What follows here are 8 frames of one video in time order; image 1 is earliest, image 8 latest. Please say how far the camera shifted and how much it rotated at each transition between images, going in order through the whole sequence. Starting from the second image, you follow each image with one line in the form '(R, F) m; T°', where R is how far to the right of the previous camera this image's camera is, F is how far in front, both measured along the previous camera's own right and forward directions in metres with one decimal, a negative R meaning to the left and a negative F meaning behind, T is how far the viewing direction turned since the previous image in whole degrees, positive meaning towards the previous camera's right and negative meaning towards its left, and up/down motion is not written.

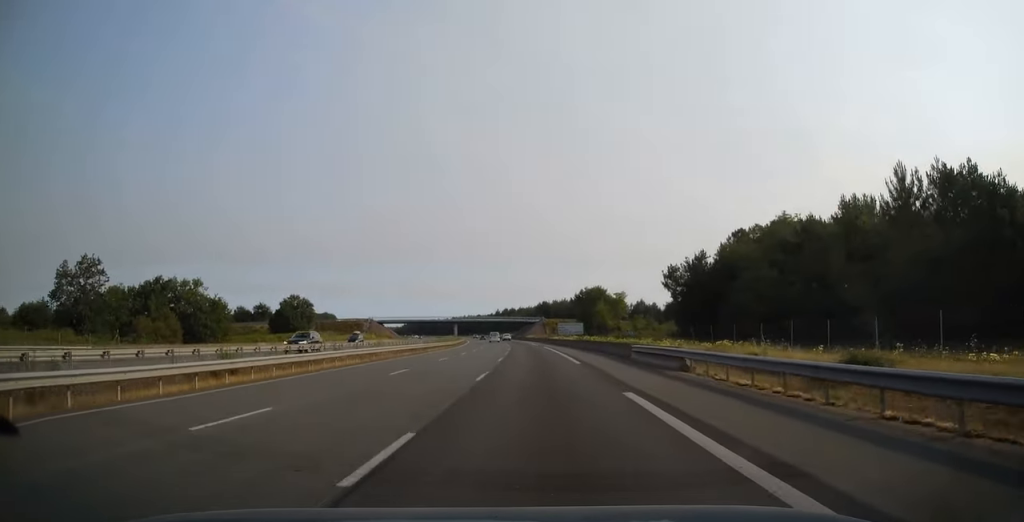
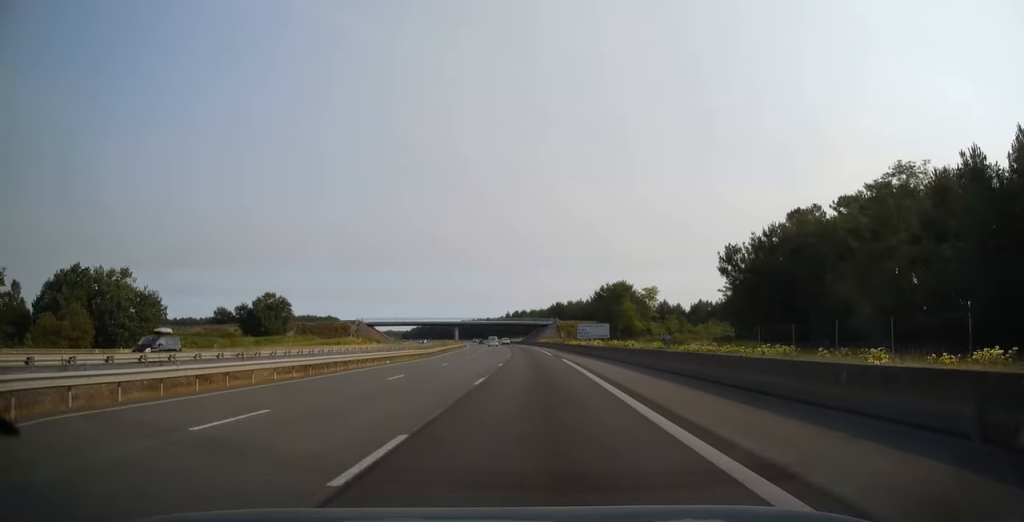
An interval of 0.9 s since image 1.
(-0.2, +26.1) m; -1°
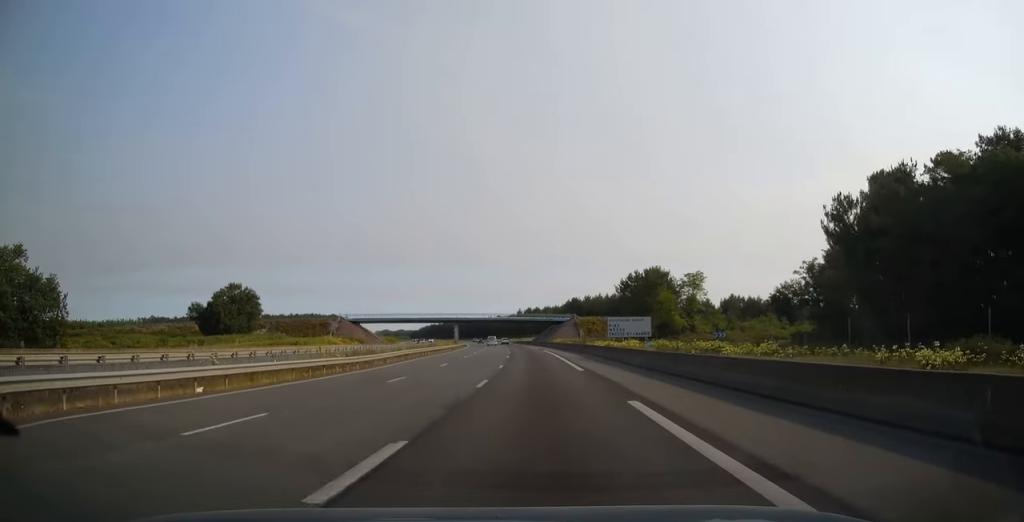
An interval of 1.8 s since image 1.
(-0.3, +26.6) m; -1°
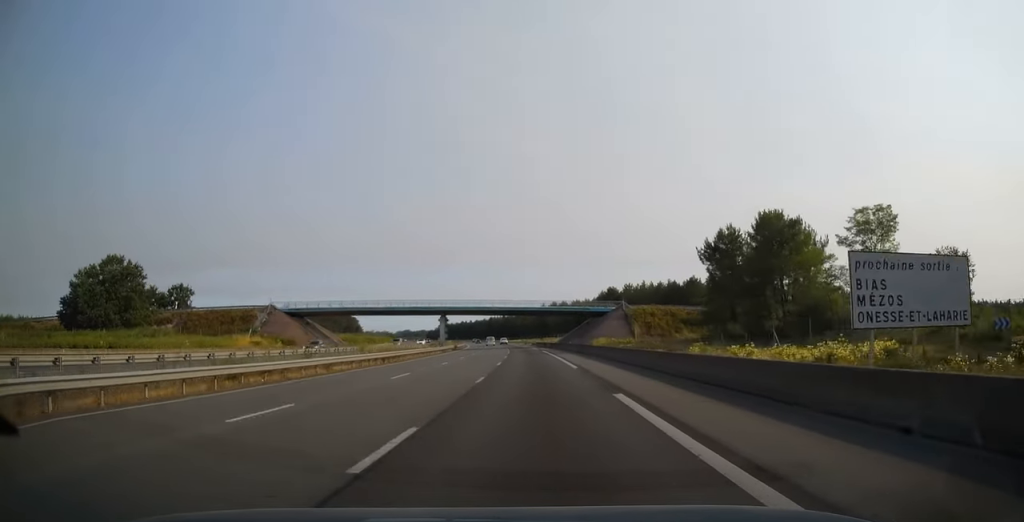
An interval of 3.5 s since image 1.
(-1.1, +50.8) m; -2°
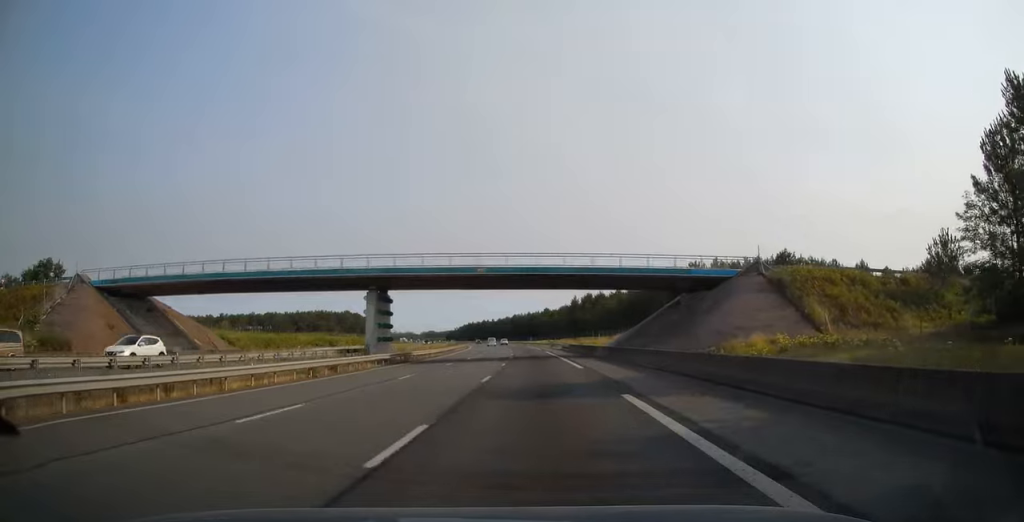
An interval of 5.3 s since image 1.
(-1.2, +52.1) m; -3°
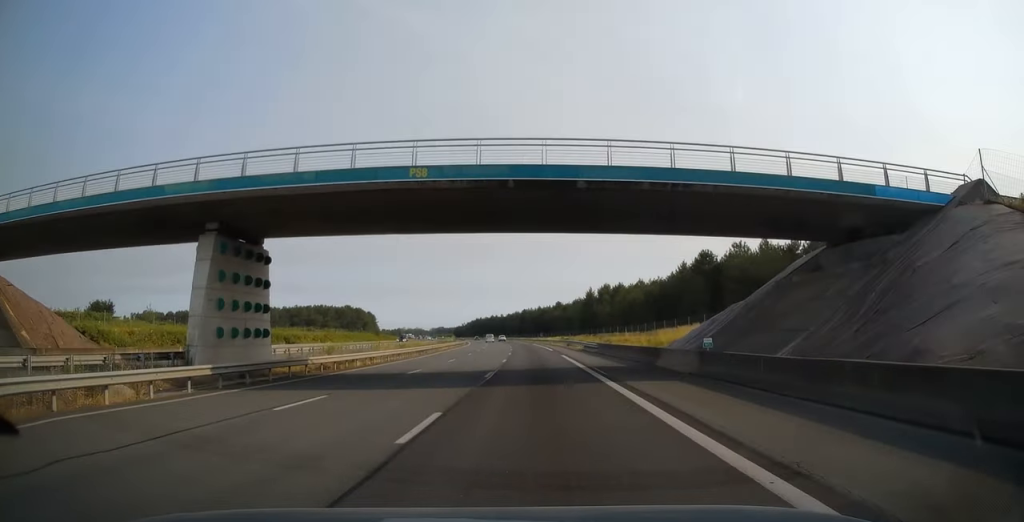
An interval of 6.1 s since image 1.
(-0.2, +24.6) m; -1°
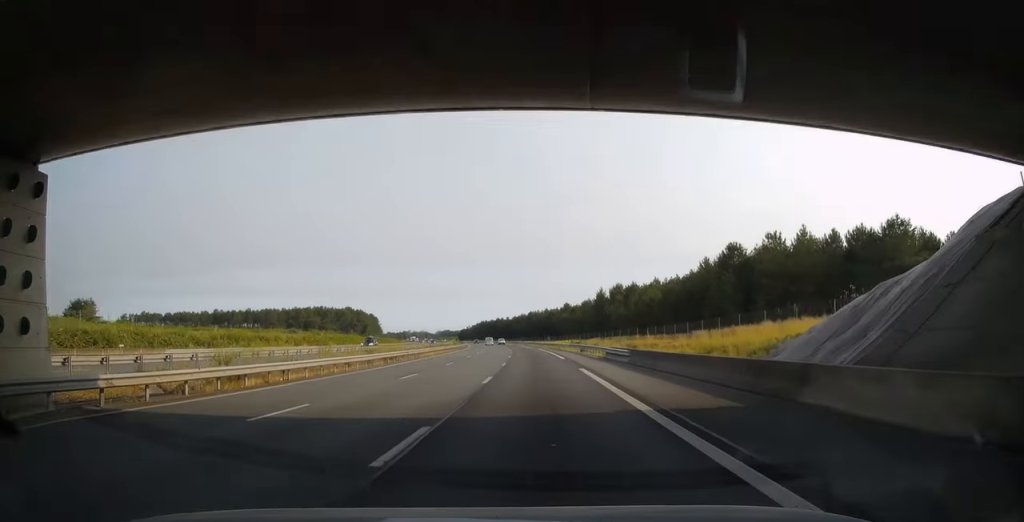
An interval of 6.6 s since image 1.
(-0.1, +14.3) m; -1°
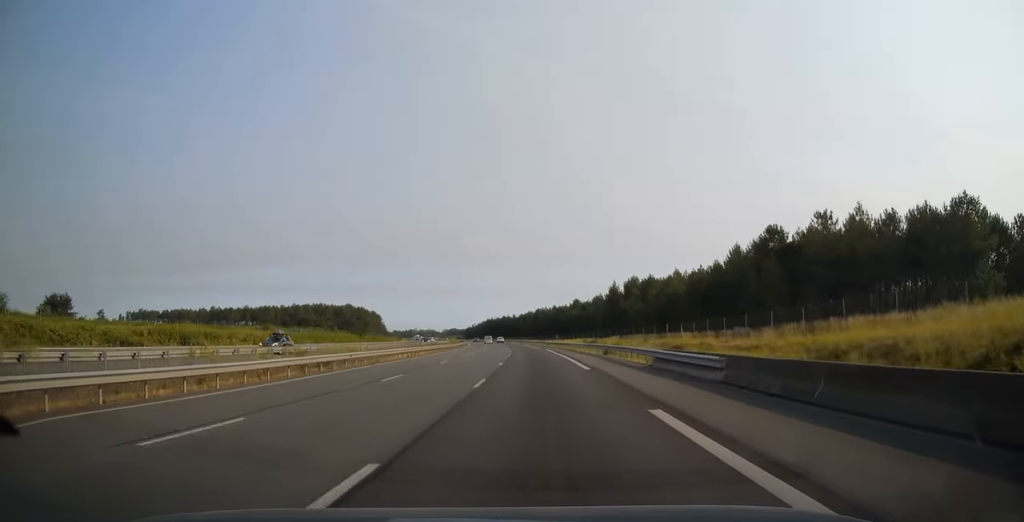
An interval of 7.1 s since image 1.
(-0.1, +16.3) m; -1°
